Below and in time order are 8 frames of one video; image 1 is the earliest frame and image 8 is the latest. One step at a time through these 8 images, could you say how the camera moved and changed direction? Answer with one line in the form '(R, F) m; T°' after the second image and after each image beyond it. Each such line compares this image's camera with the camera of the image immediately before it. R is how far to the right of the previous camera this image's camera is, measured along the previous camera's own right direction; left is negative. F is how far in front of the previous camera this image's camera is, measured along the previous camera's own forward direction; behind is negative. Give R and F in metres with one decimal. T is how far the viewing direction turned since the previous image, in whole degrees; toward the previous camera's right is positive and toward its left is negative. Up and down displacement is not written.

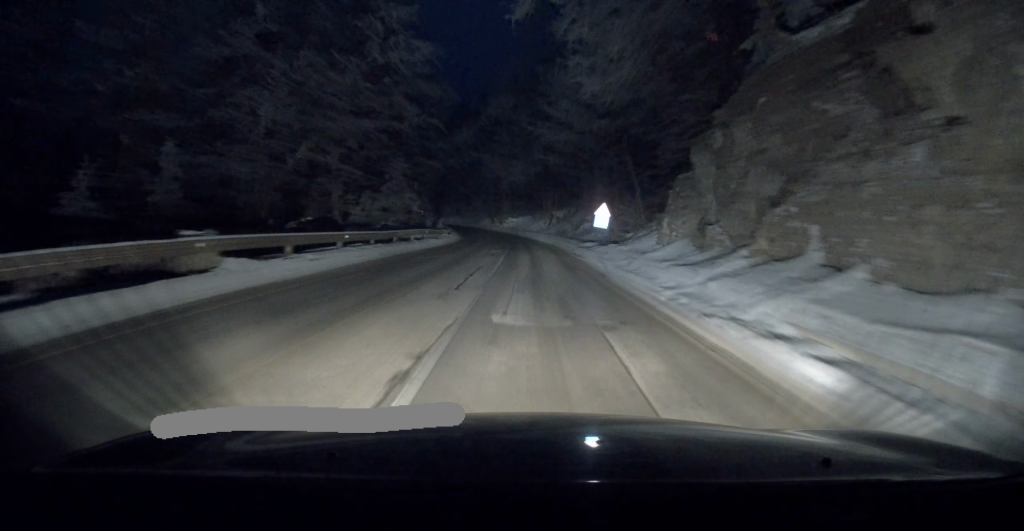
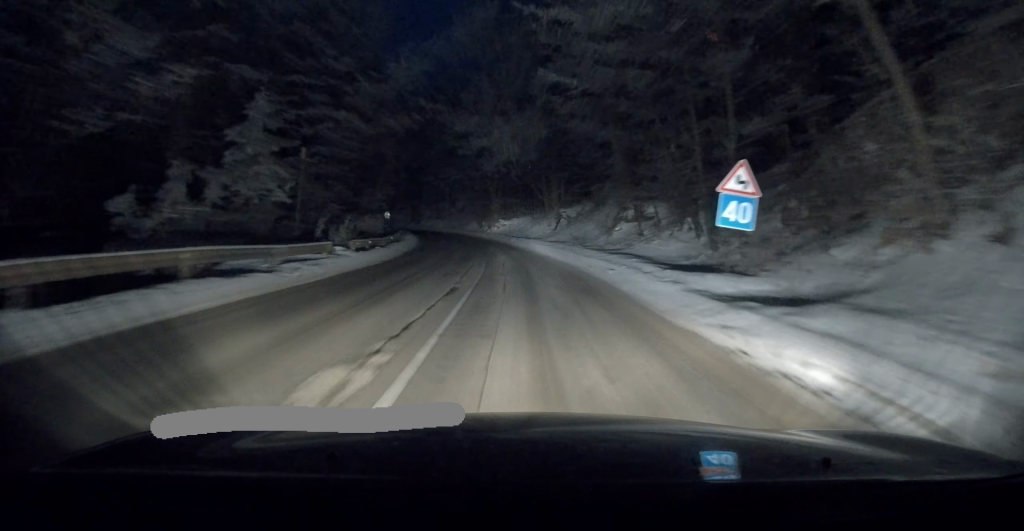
(-0.4, +22.4) m; -2°
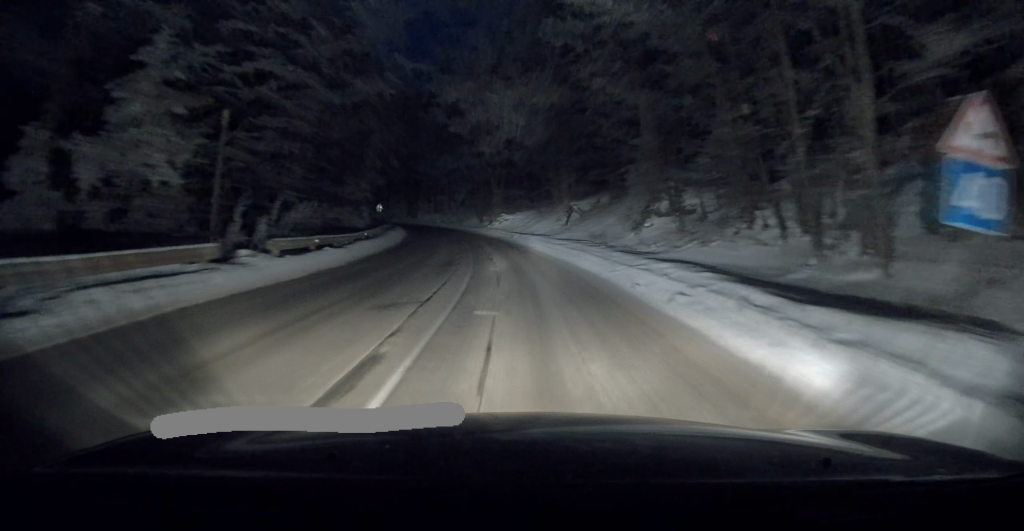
(-0.1, +6.8) m; 0°
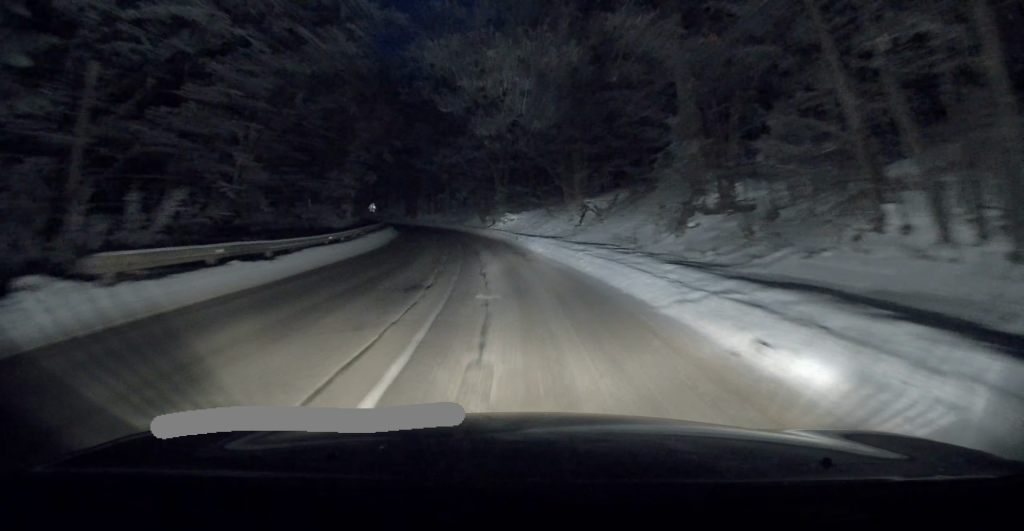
(-0.1, +6.1) m; 0°
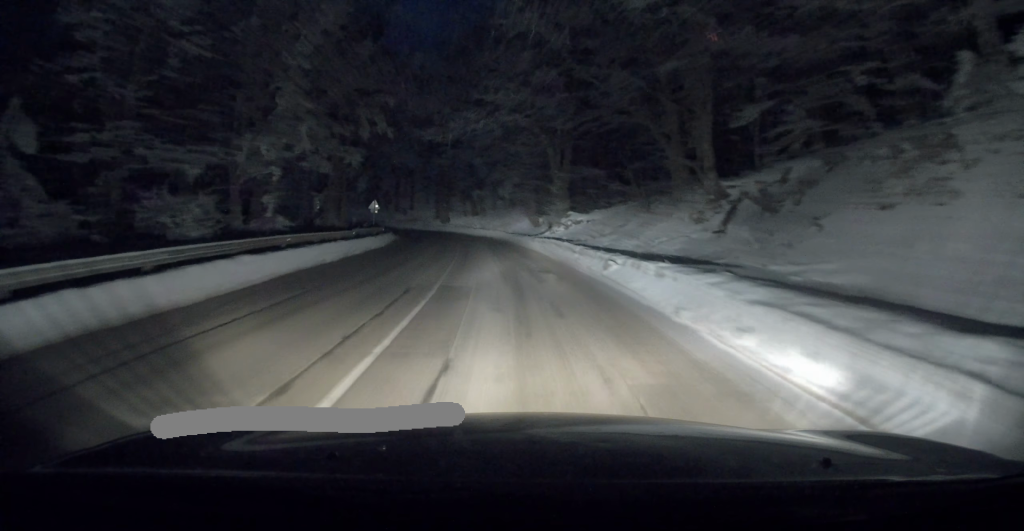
(-0.3, +18.9) m; -4°
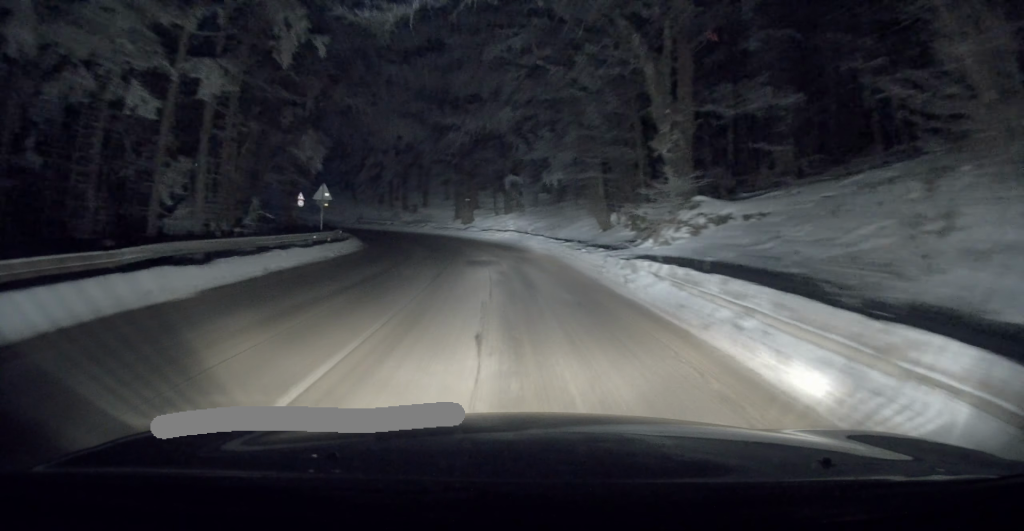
(-1.0, +17.7) m; -7°
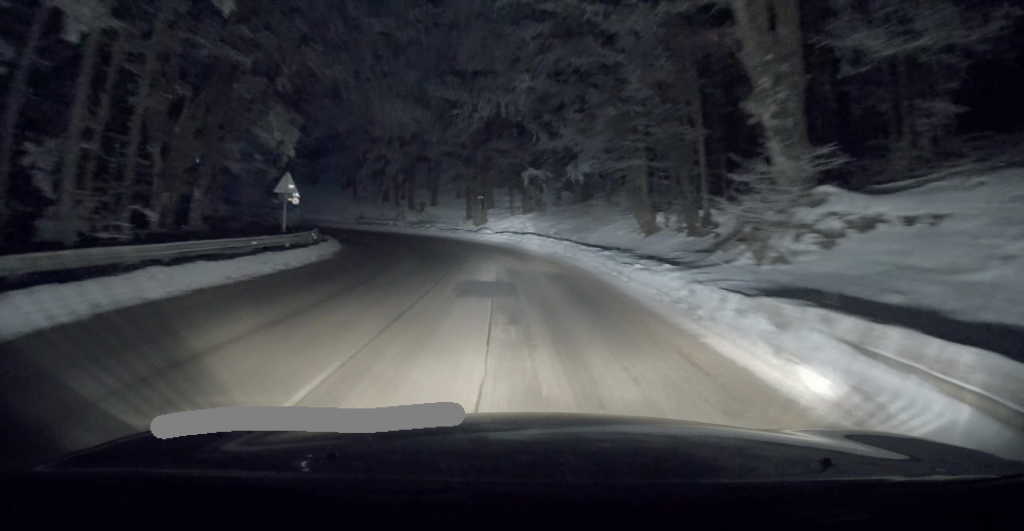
(-0.1, +5.4) m; -2°
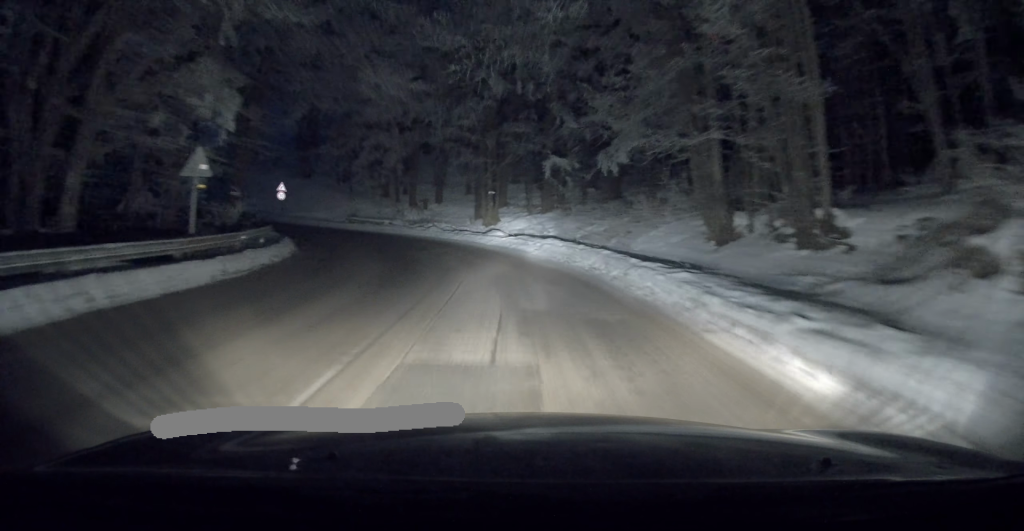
(-0.1, +6.0) m; -2°
